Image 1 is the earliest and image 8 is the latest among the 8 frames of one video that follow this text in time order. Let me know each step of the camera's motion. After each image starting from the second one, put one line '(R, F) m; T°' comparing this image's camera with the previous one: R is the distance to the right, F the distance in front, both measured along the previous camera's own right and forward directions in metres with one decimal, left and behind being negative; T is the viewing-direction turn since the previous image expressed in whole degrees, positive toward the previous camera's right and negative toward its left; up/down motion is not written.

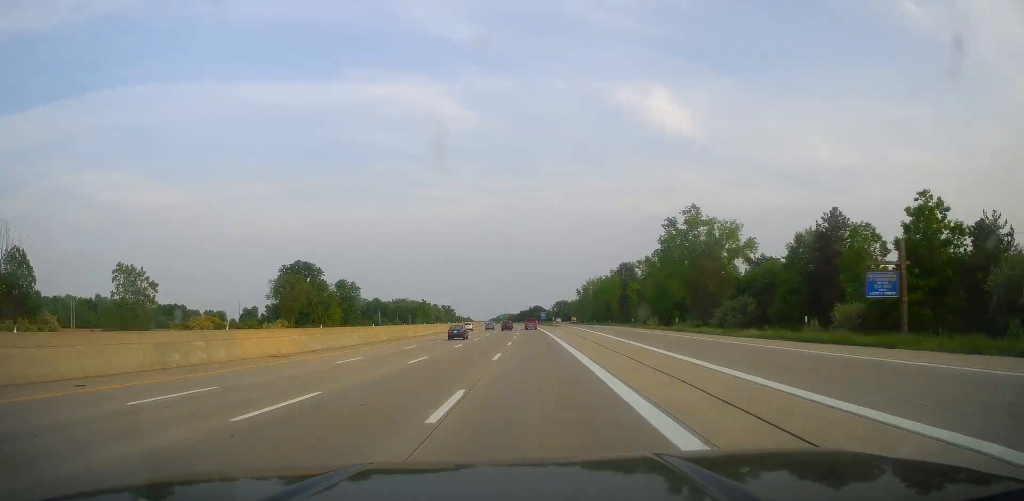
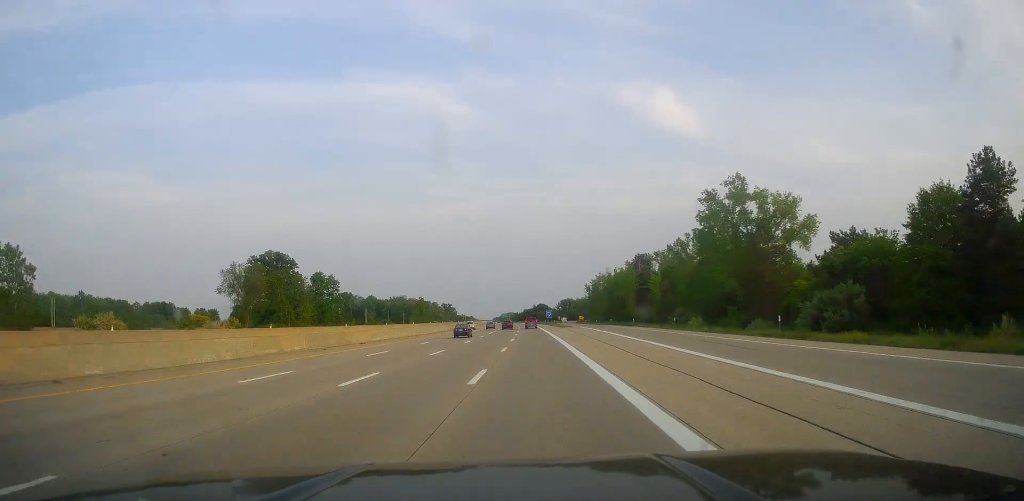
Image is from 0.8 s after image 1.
(+0.1, +25.1) m; 0°
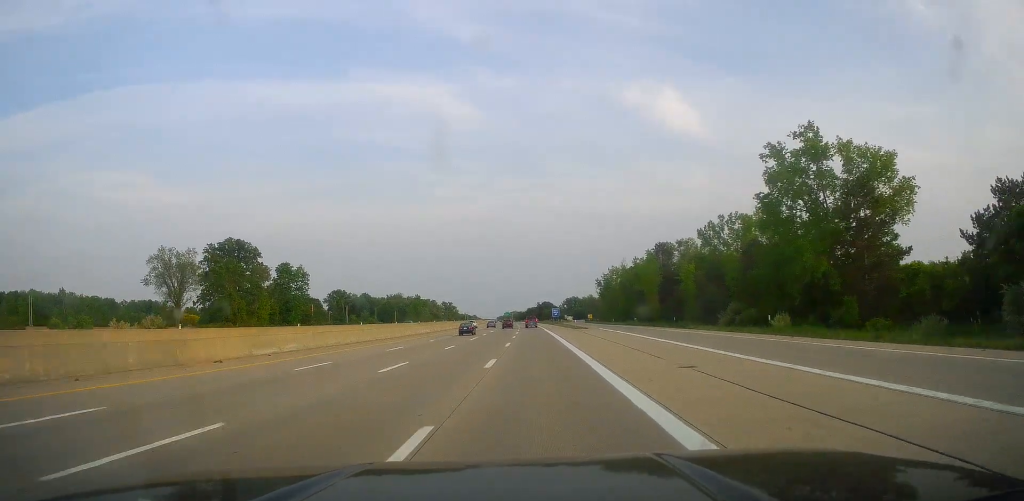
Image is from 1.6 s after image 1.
(+0.1, +26.2) m; -1°
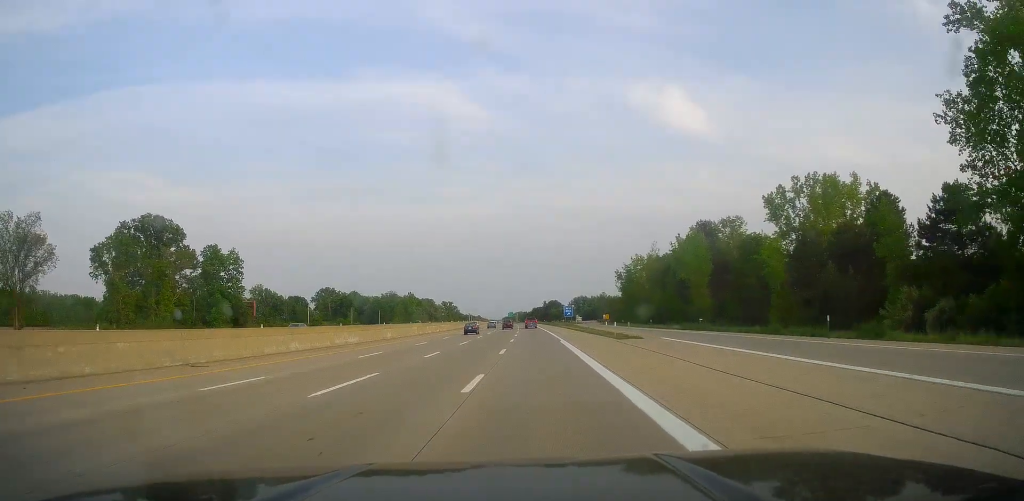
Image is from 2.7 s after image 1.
(-0.6, +37.1) m; -1°
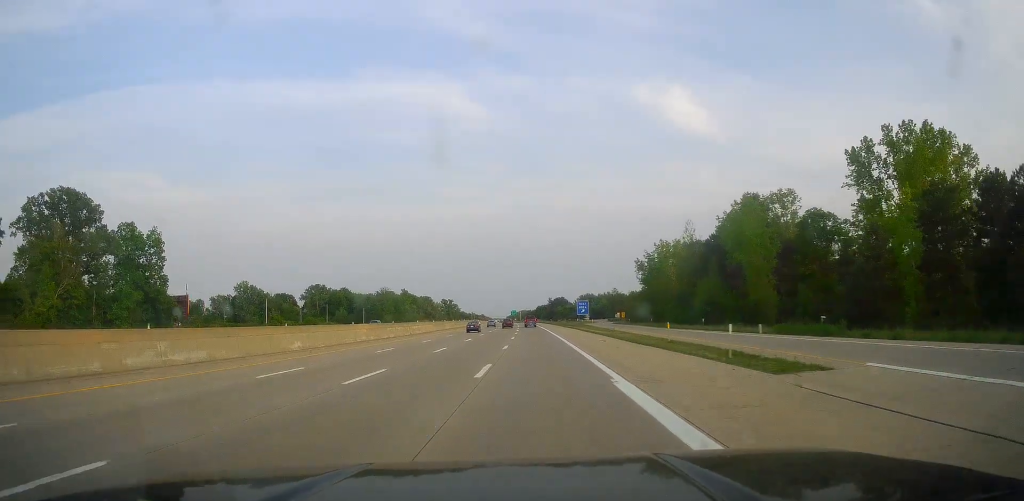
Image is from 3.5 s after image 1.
(0.0, +27.2) m; 0°
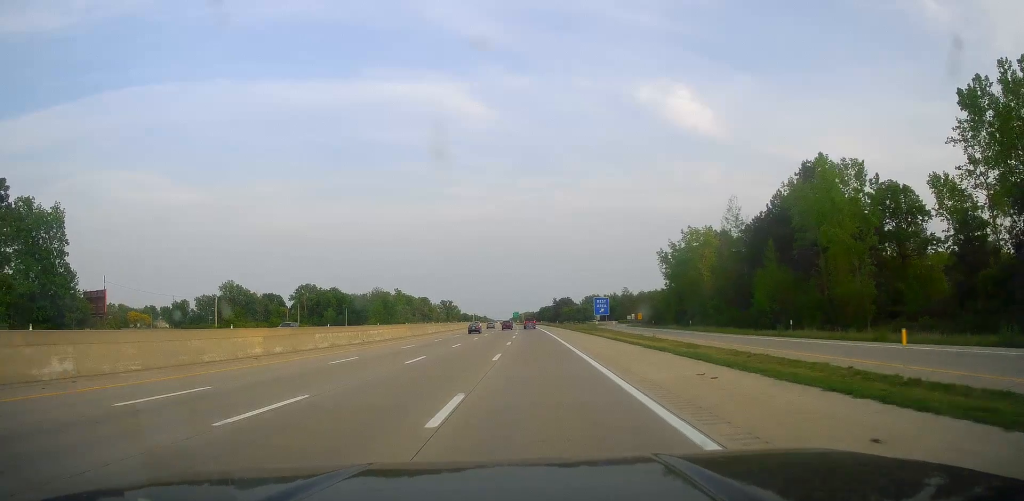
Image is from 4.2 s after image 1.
(0.0, +22.9) m; 0°
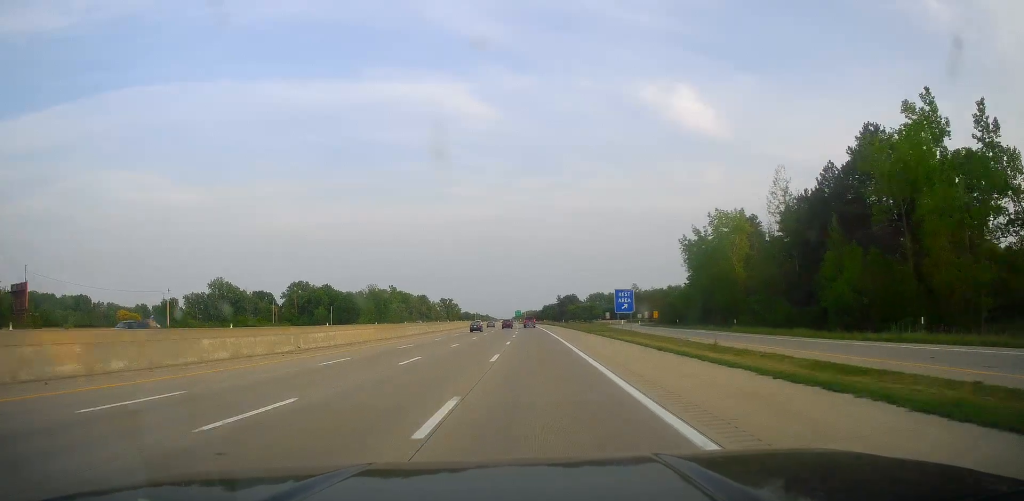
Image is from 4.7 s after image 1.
(-0.1, +16.4) m; 0°
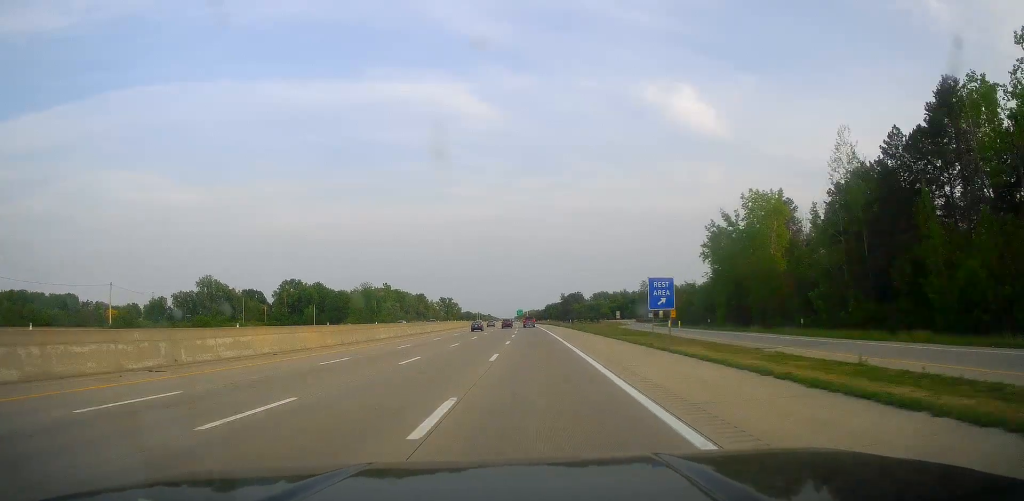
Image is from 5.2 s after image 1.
(-0.1, +15.3) m; 0°
